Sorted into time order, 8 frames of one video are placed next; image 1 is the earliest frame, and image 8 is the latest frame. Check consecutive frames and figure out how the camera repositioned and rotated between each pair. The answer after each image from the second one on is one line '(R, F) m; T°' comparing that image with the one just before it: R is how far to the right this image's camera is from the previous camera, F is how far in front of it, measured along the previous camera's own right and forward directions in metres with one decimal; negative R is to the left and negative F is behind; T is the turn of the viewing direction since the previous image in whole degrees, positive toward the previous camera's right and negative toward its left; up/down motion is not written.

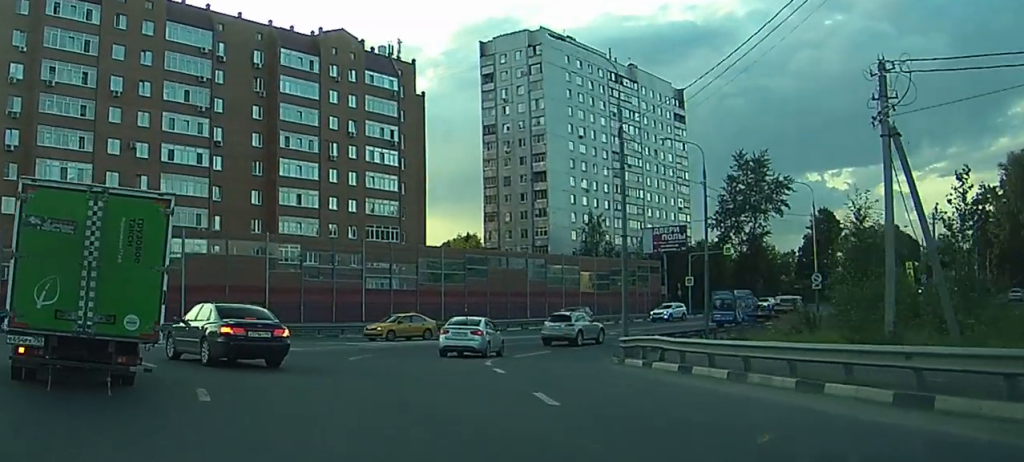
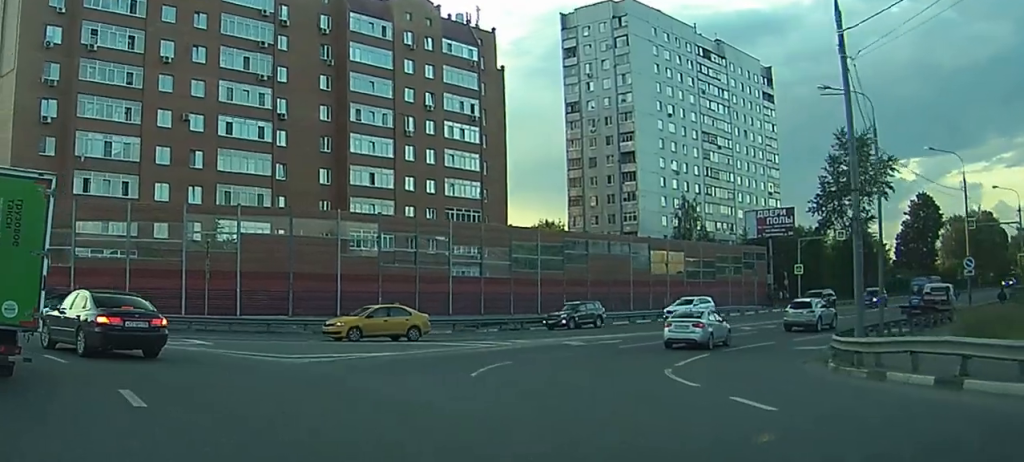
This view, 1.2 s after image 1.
(0.0, +8.8) m; -1°
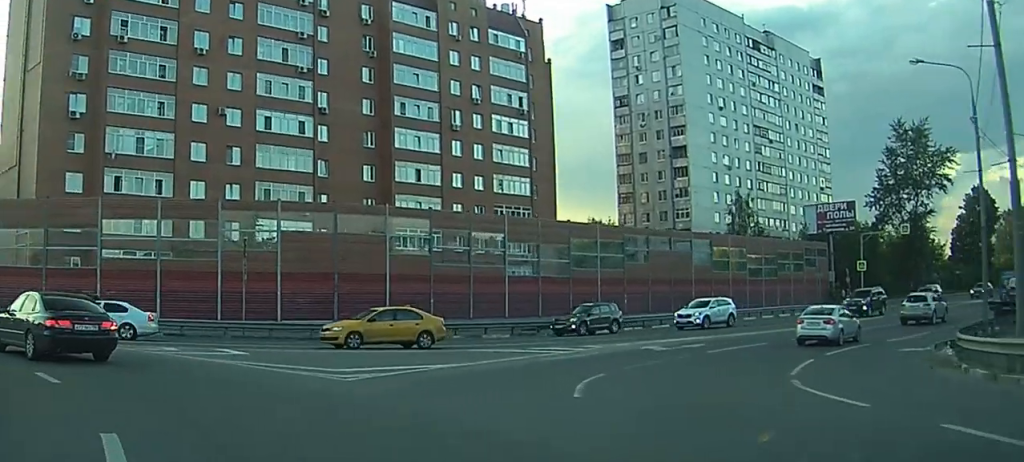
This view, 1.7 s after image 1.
(0.0, +3.8) m; -3°
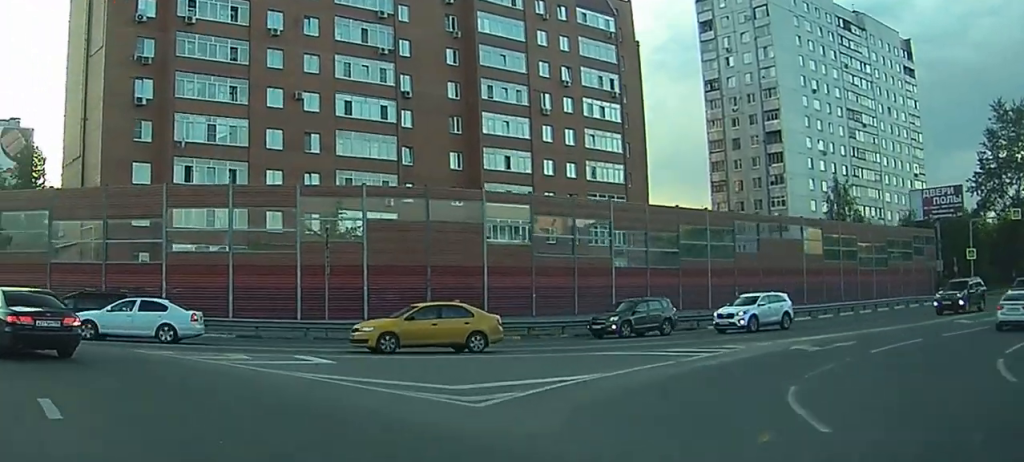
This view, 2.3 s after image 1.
(+0.1, +4.5) m; -4°
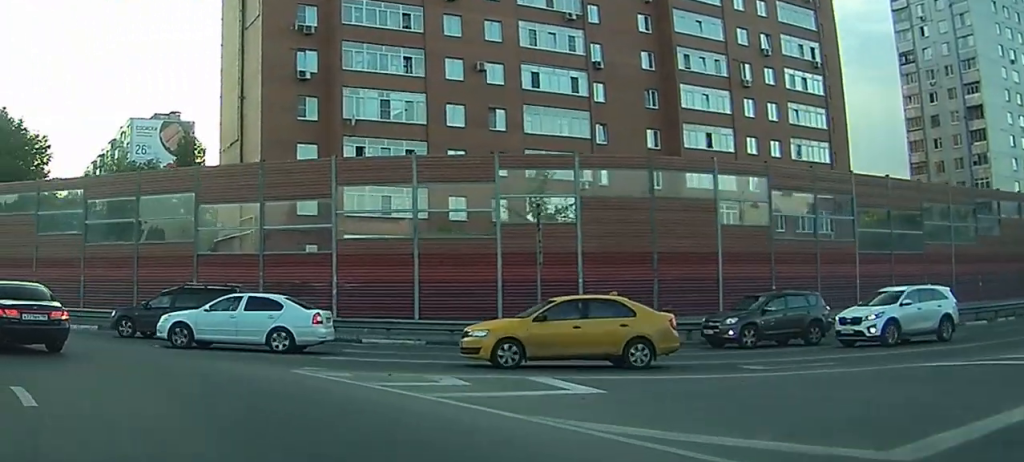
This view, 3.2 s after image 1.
(-0.7, +7.0) m; -9°
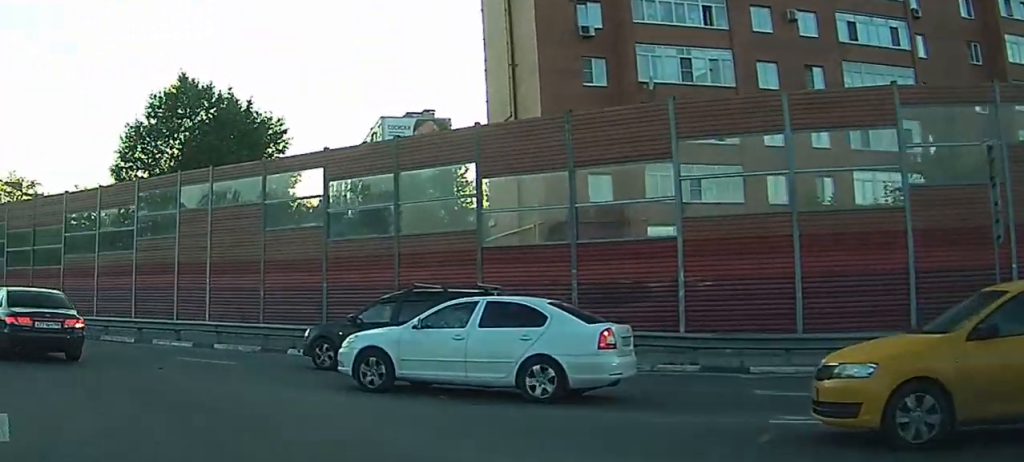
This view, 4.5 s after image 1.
(-1.0, +9.5) m; -11°
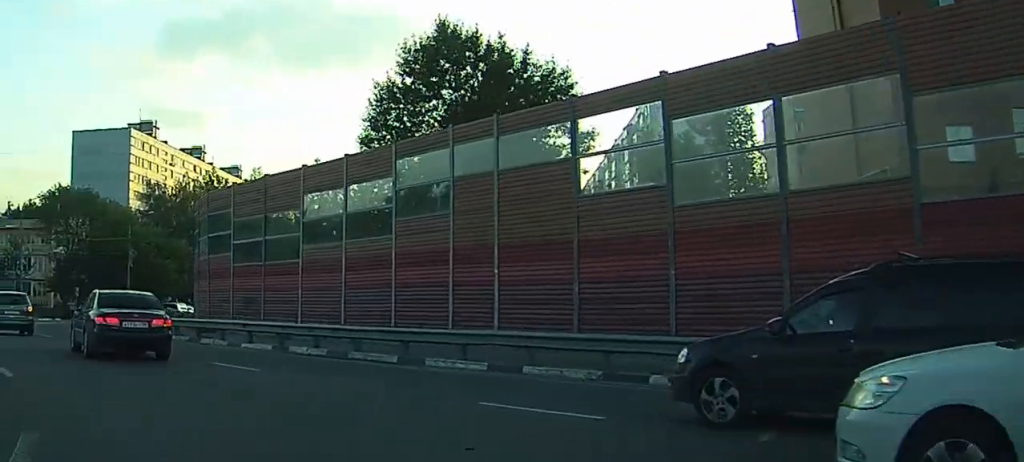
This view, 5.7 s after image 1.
(-0.7, +8.9) m; -7°
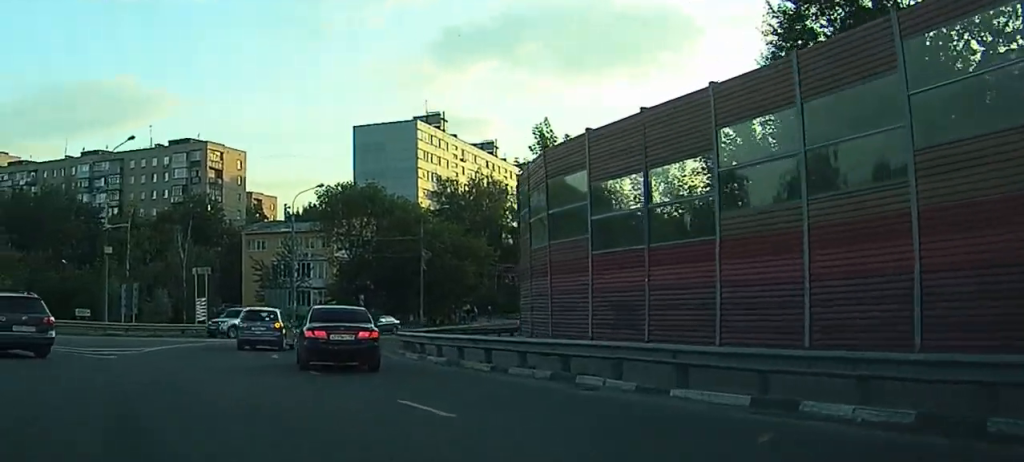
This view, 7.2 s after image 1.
(-1.2, +12.5) m; -18°
